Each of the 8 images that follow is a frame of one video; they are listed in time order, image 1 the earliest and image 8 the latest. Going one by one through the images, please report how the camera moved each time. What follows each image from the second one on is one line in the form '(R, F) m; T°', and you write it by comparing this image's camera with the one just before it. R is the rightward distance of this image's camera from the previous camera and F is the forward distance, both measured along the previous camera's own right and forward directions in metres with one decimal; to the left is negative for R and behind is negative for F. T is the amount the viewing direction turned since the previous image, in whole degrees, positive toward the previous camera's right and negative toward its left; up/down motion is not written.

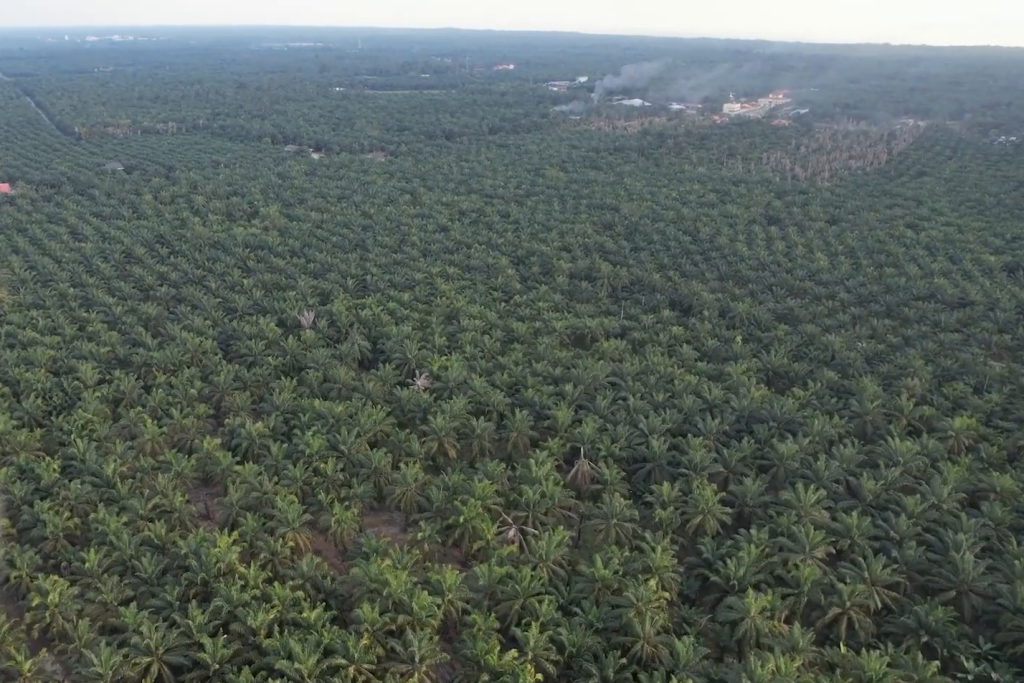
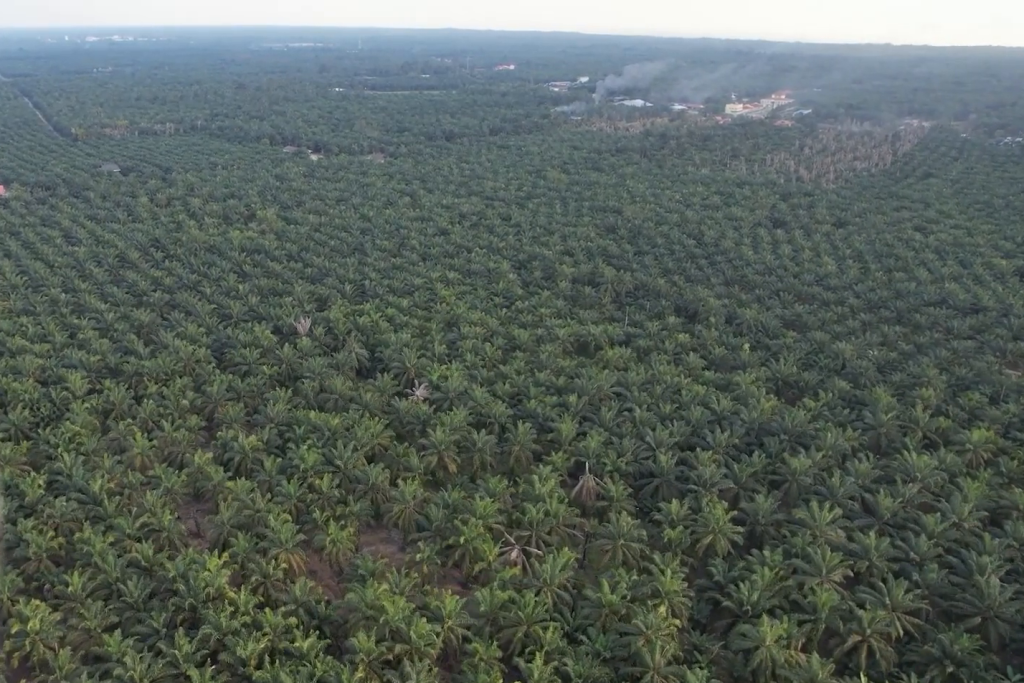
(0.0, +7.1) m; 0°
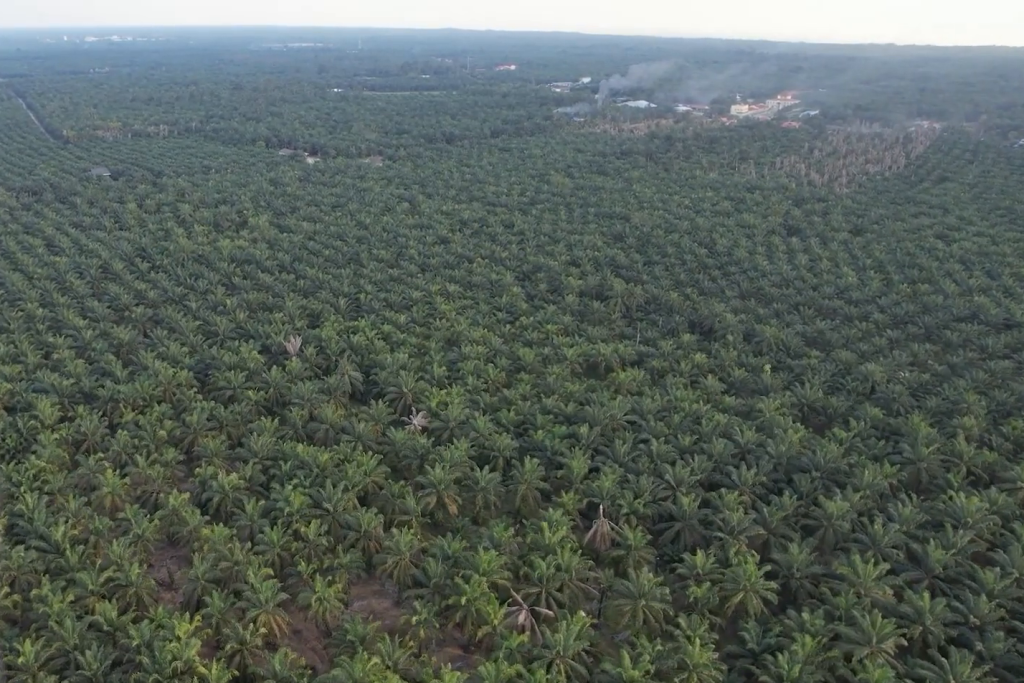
(-0.1, +17.6) m; 0°
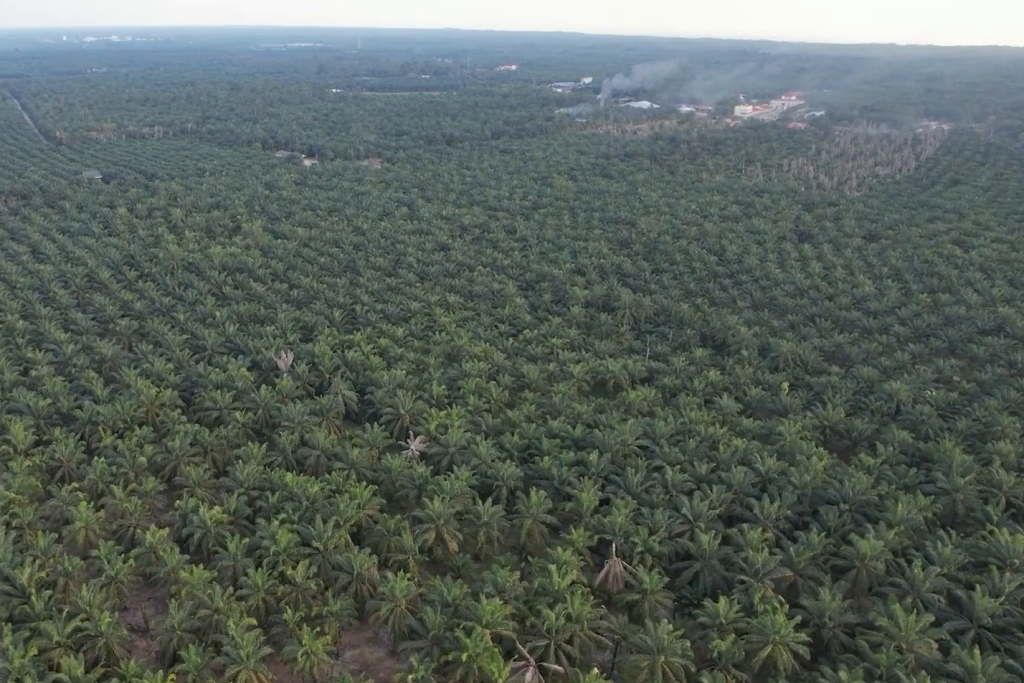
(0.0, +13.4) m; 0°
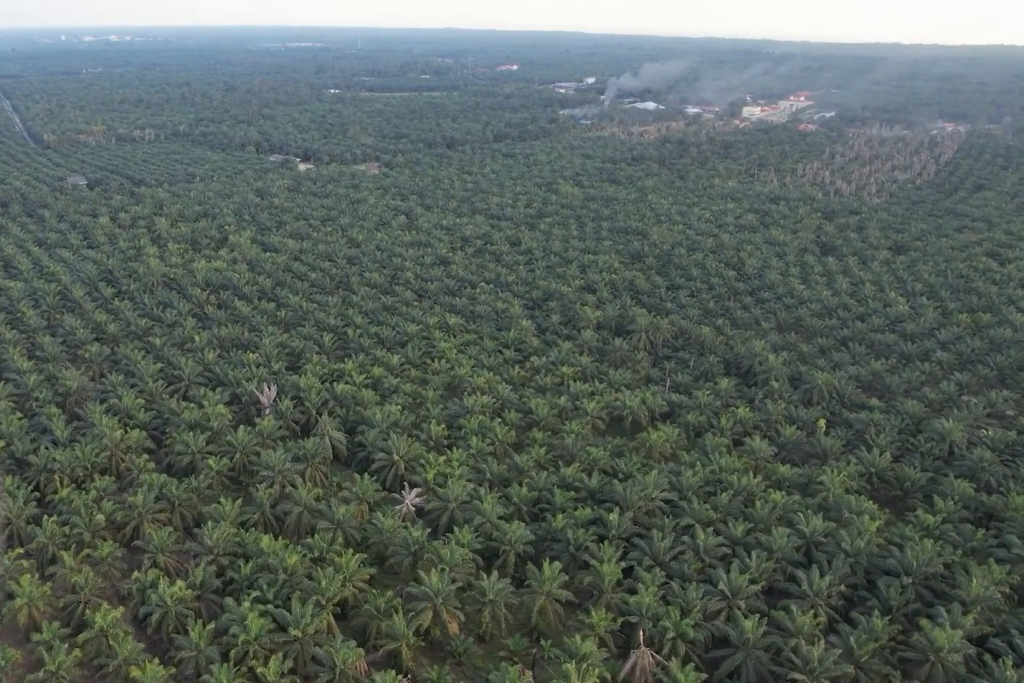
(0.0, +23.7) m; 0°
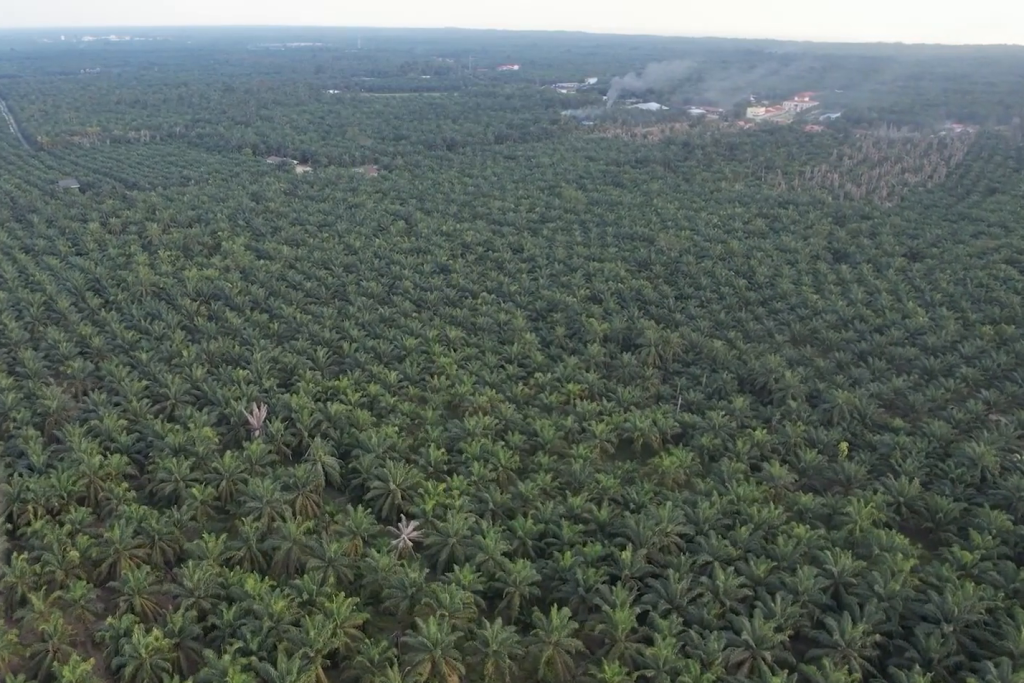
(0.0, +12.1) m; 0°
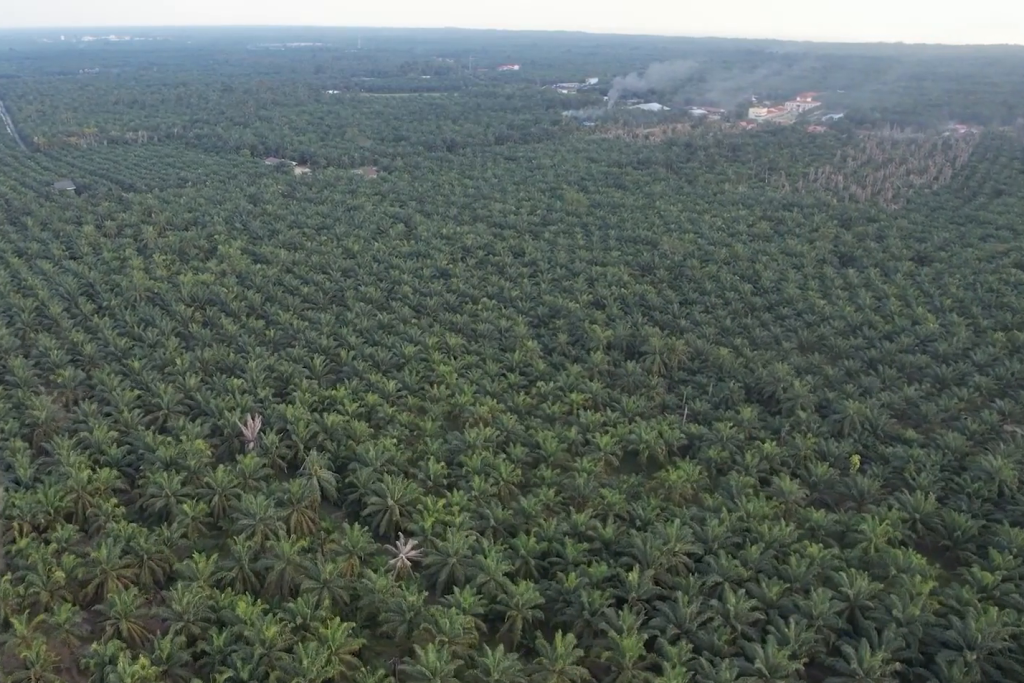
(0.0, +5.8) m; 0°
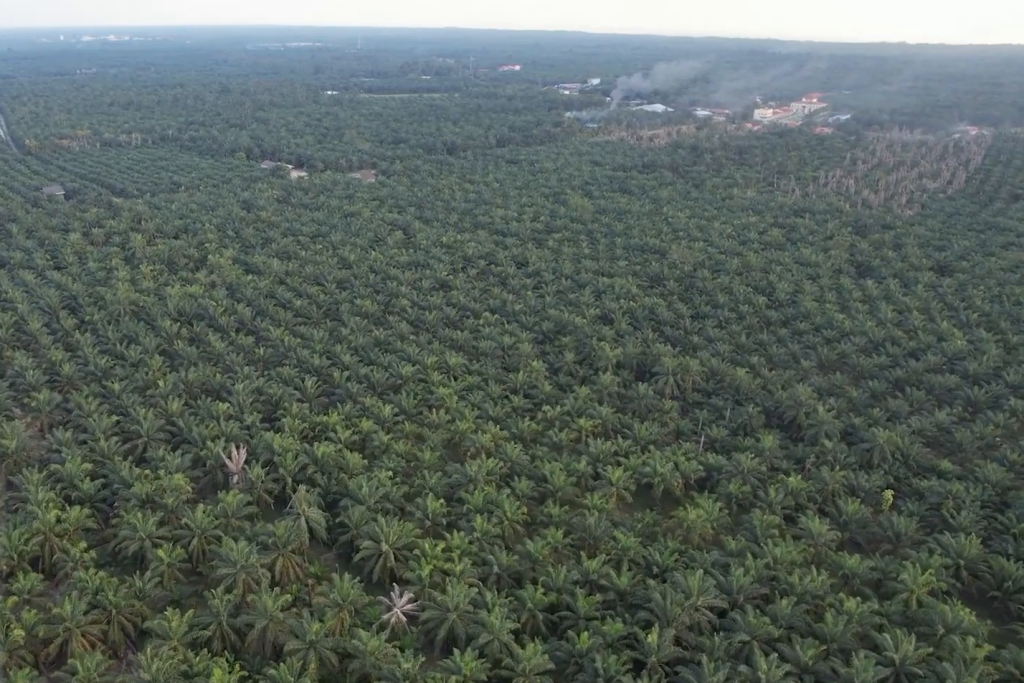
(0.0, +14.9) m; 0°
